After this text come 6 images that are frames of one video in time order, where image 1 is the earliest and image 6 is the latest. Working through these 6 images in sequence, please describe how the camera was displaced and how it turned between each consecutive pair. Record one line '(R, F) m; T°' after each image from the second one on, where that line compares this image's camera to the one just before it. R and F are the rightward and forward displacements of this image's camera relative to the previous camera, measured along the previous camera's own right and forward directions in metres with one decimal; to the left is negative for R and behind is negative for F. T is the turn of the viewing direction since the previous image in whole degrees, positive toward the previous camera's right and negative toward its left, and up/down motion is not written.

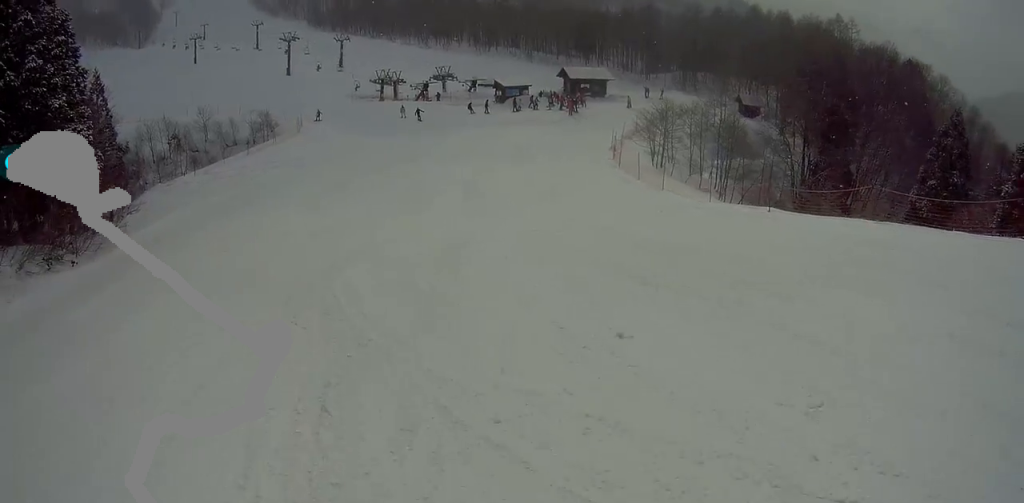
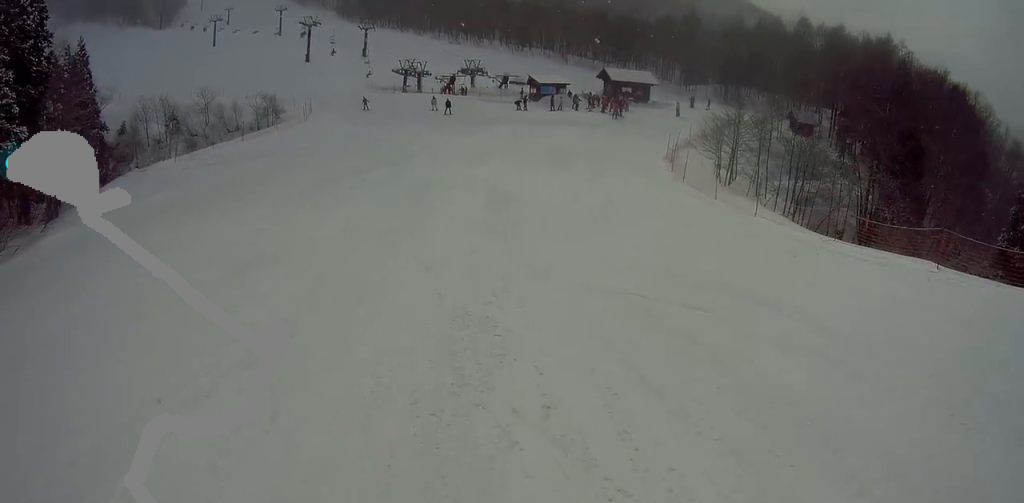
(+0.1, +7.6) m; +9°
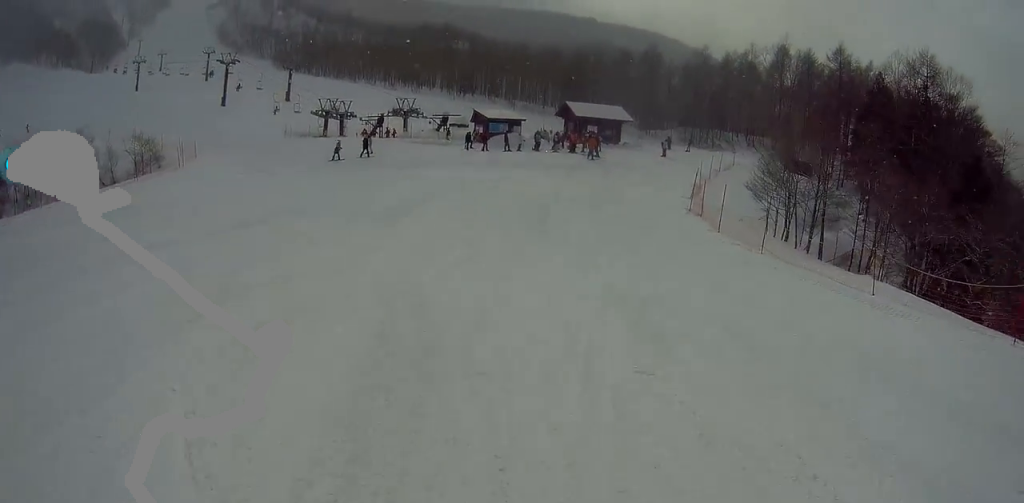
(+2.8, +15.2) m; +10°
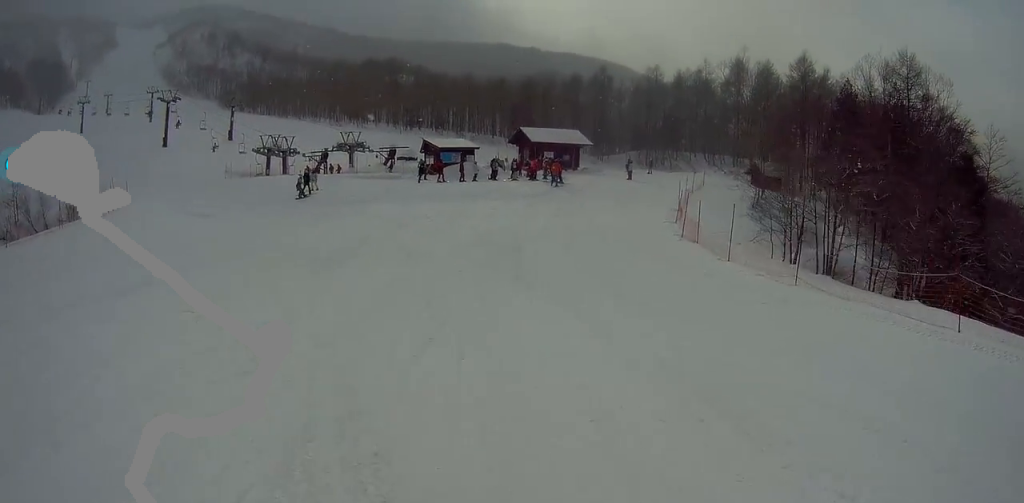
(-0.2, +4.5) m; -2°
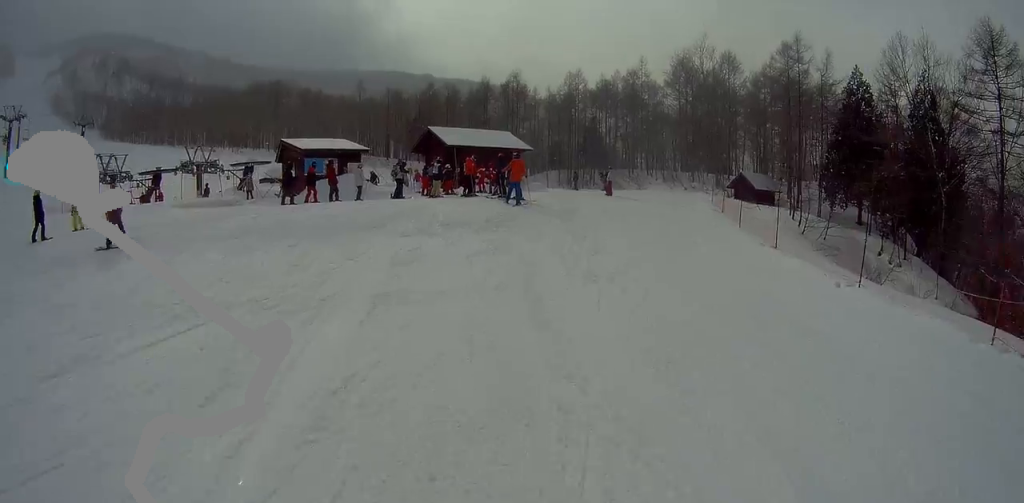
(-0.3, +20.7) m; +11°
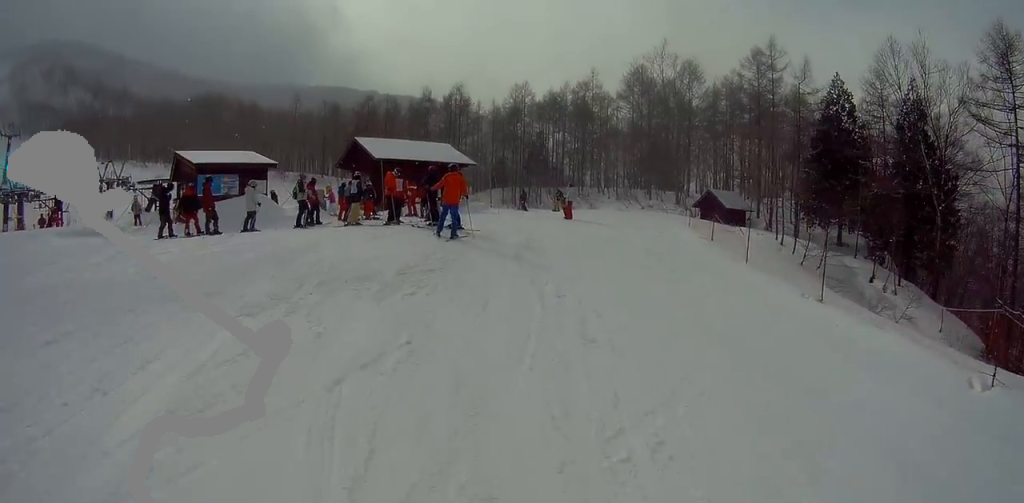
(+0.7, +6.2) m; +12°
